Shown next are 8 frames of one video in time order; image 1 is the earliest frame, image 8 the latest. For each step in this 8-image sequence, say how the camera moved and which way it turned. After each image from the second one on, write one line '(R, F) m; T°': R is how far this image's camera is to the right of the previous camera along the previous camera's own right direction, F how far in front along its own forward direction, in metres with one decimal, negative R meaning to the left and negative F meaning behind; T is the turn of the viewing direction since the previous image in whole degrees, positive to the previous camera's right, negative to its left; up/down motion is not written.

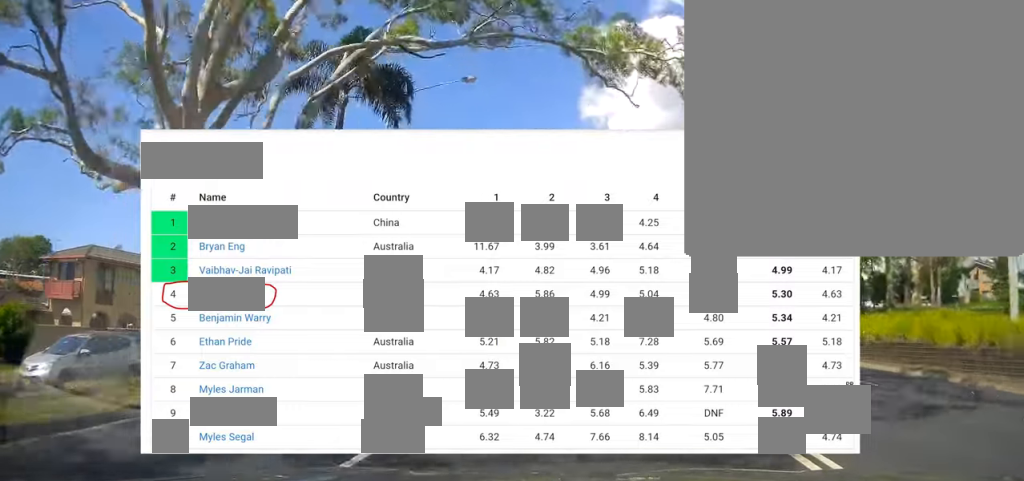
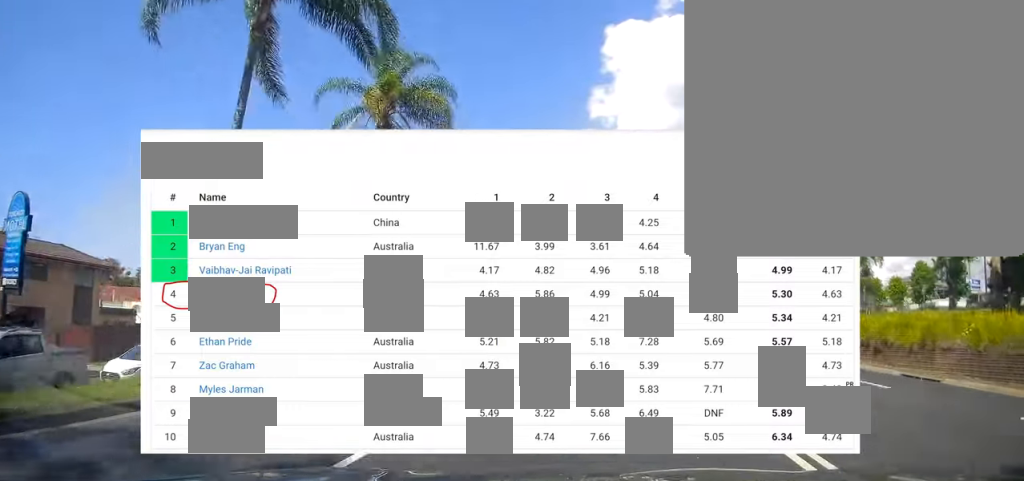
(-0.3, +24.6) m; 0°
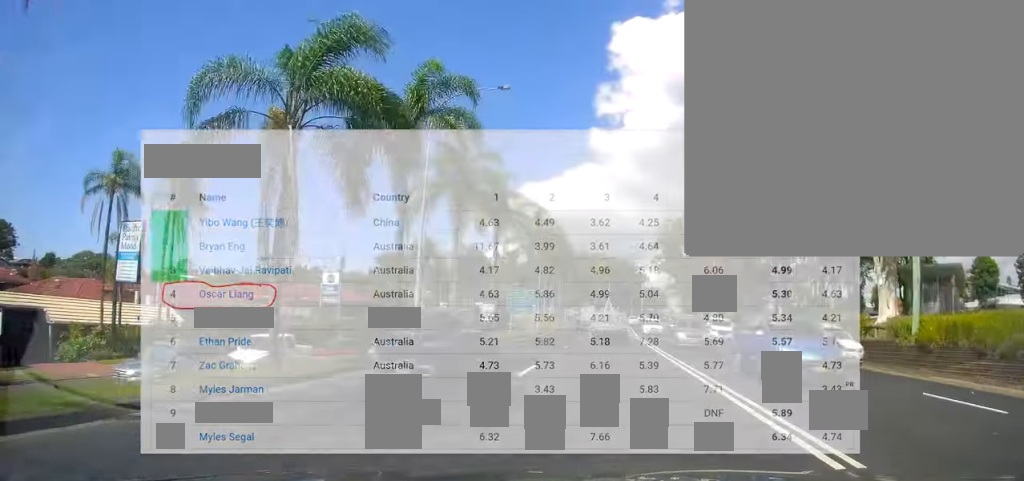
(+0.2, +16.2) m; -1°
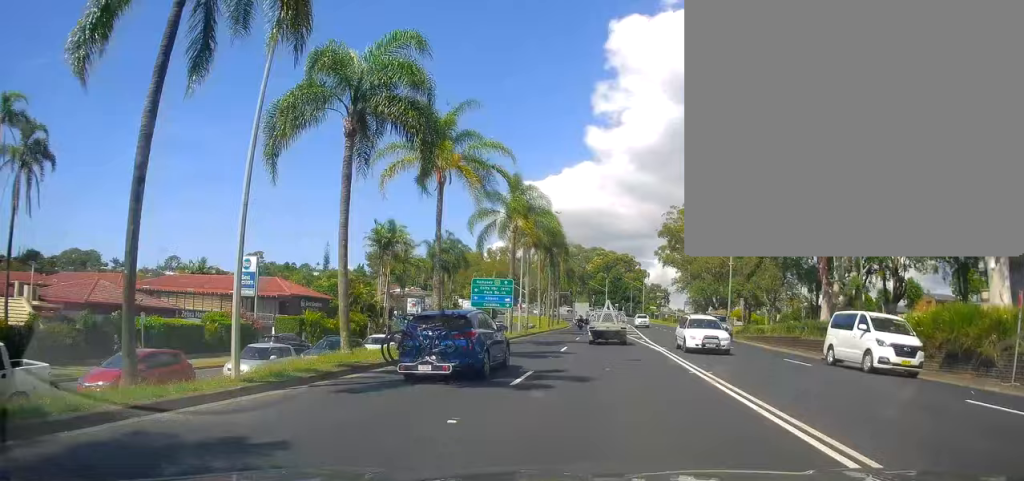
(-0.3, +13.9) m; 0°
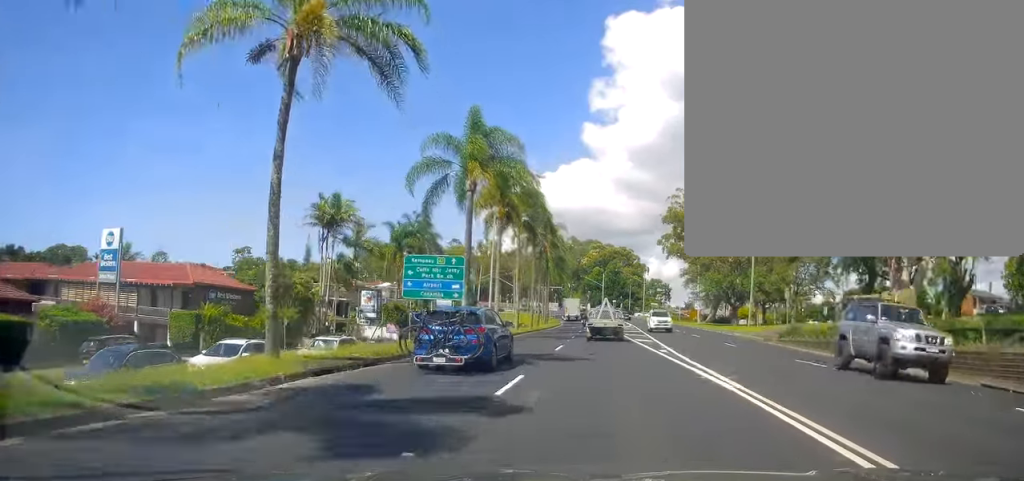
(+0.3, +14.2) m; +1°
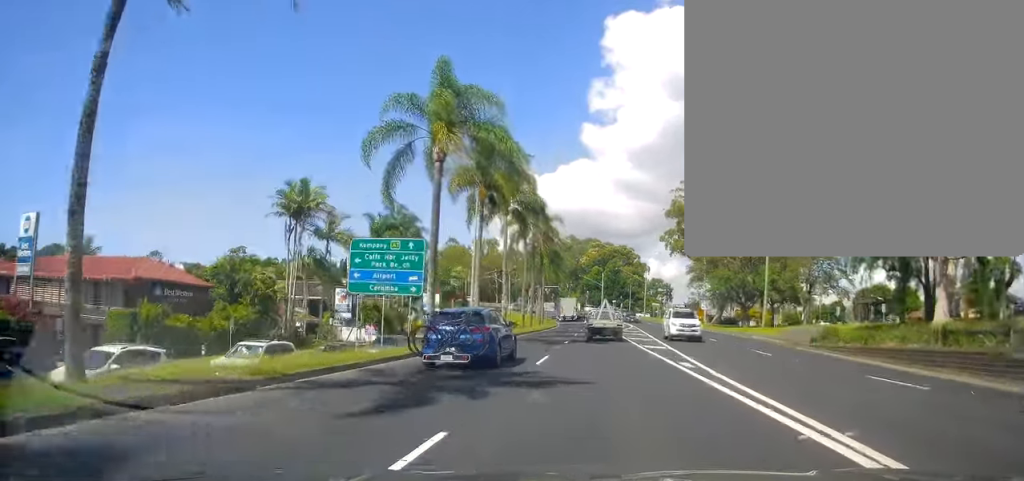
(0.0, +6.4) m; +1°
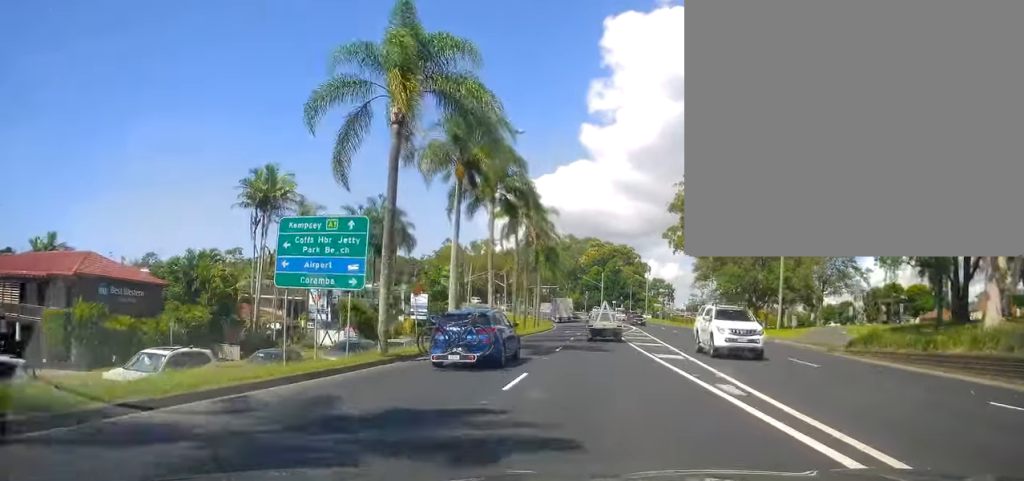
(-0.1, +5.5) m; +1°
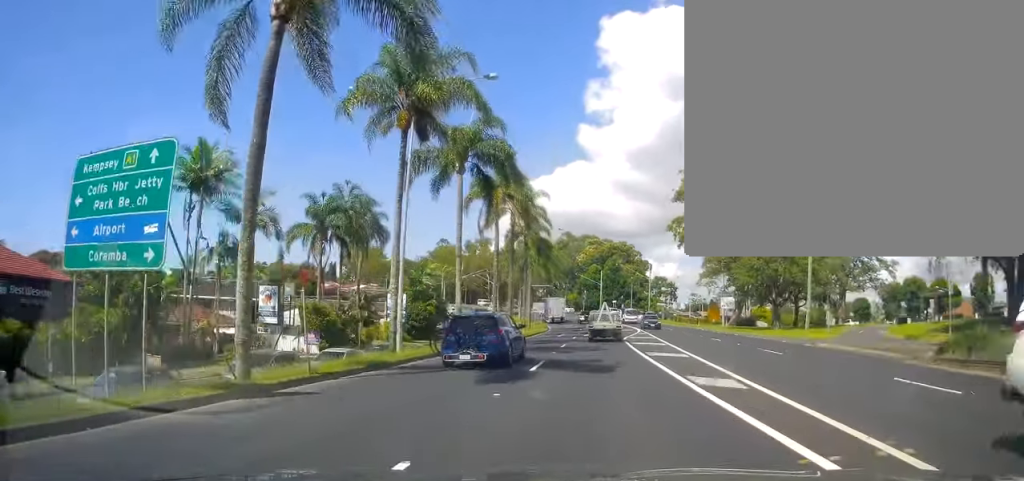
(+0.2, +8.5) m; 0°
